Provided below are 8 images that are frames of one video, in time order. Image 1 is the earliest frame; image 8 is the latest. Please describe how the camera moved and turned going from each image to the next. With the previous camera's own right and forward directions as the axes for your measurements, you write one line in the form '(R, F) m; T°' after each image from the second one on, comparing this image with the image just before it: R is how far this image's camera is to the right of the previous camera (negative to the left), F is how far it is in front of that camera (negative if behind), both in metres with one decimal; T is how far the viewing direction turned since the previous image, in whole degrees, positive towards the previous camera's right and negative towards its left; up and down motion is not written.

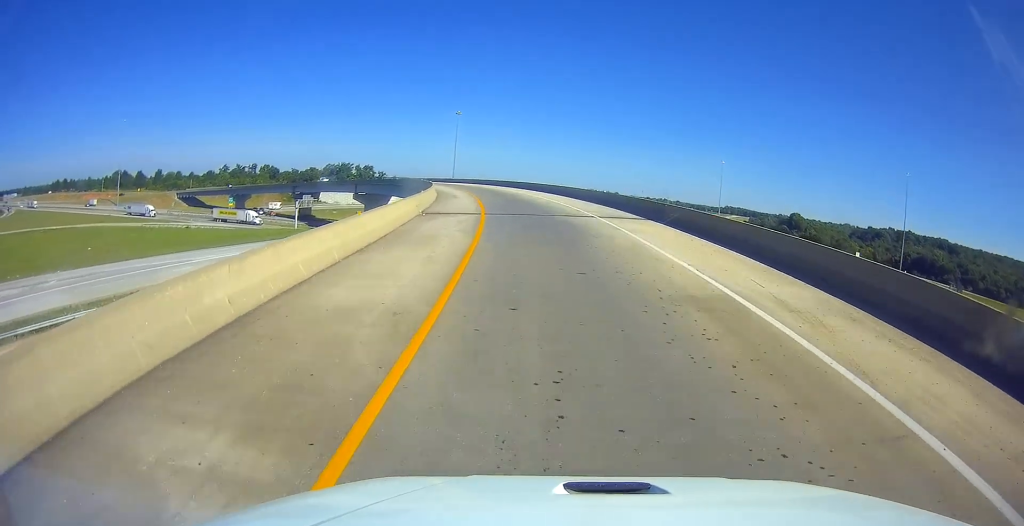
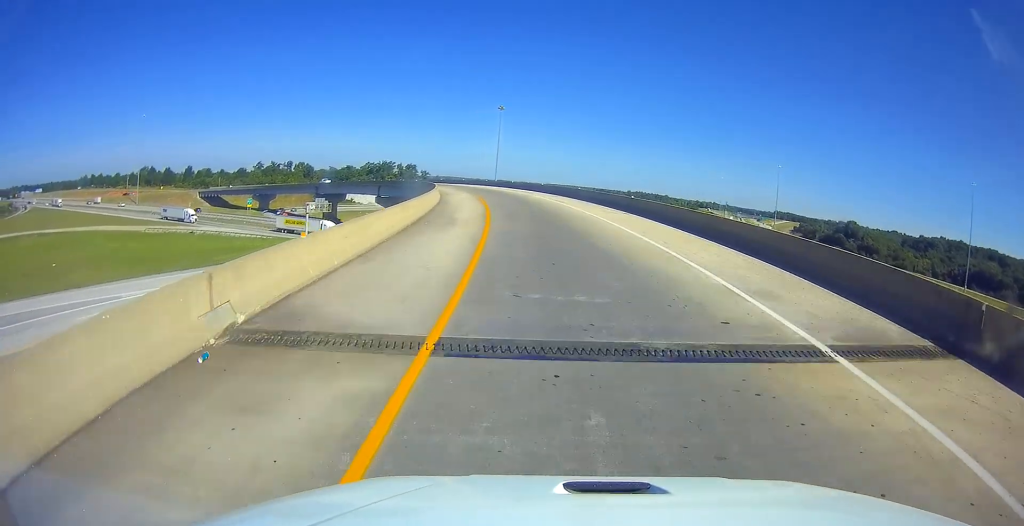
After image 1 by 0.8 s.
(-0.9, +20.7) m; -4°
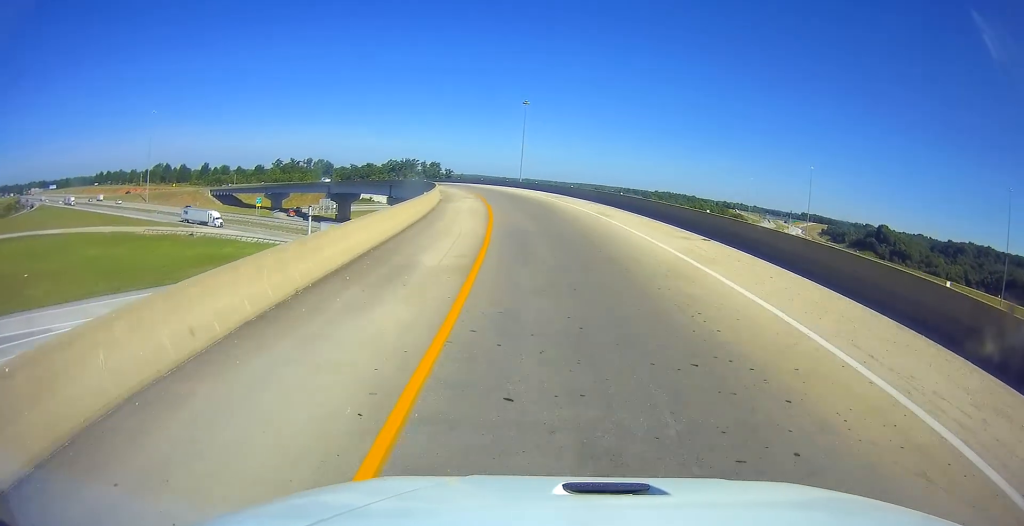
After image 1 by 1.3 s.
(-0.2, +12.1) m; -3°
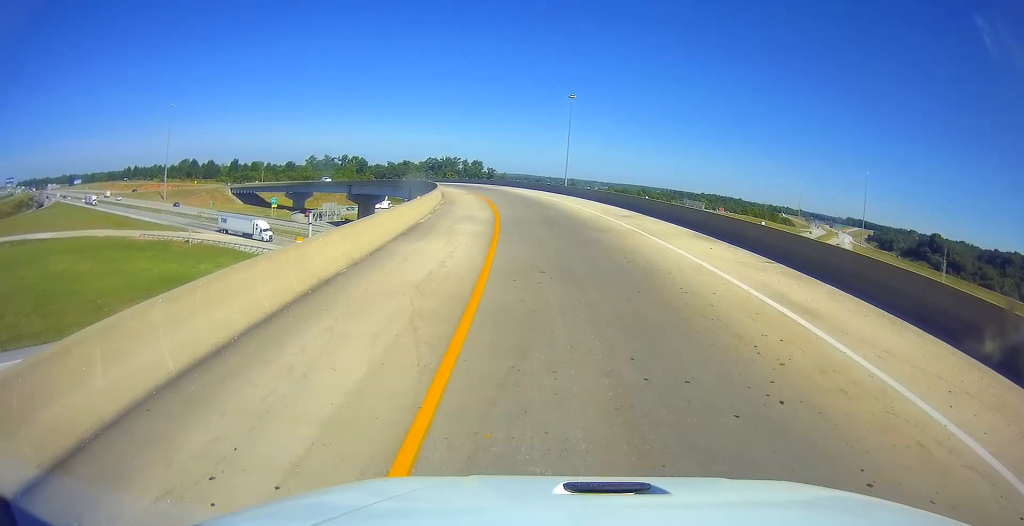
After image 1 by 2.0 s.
(-0.7, +19.8) m; -4°
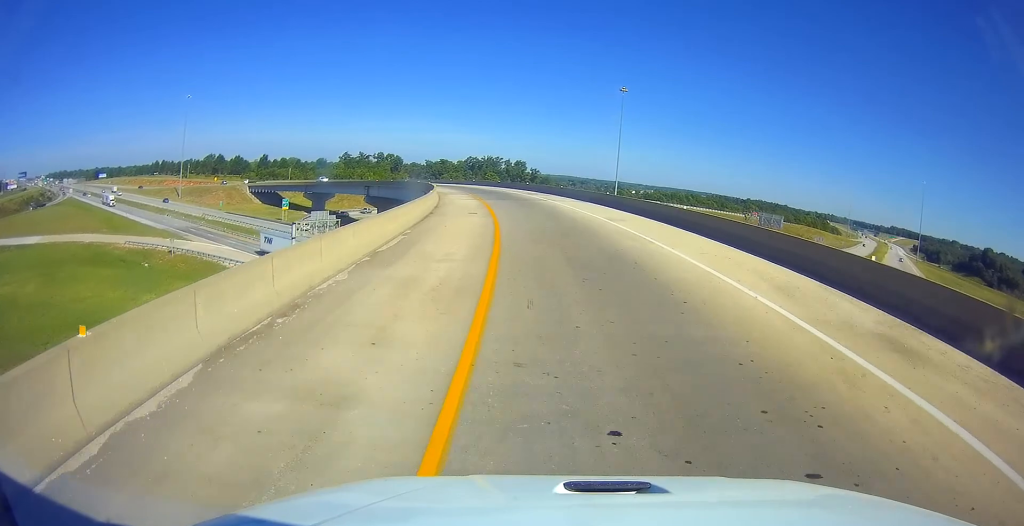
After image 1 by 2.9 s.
(-1.0, +21.5) m; -5°
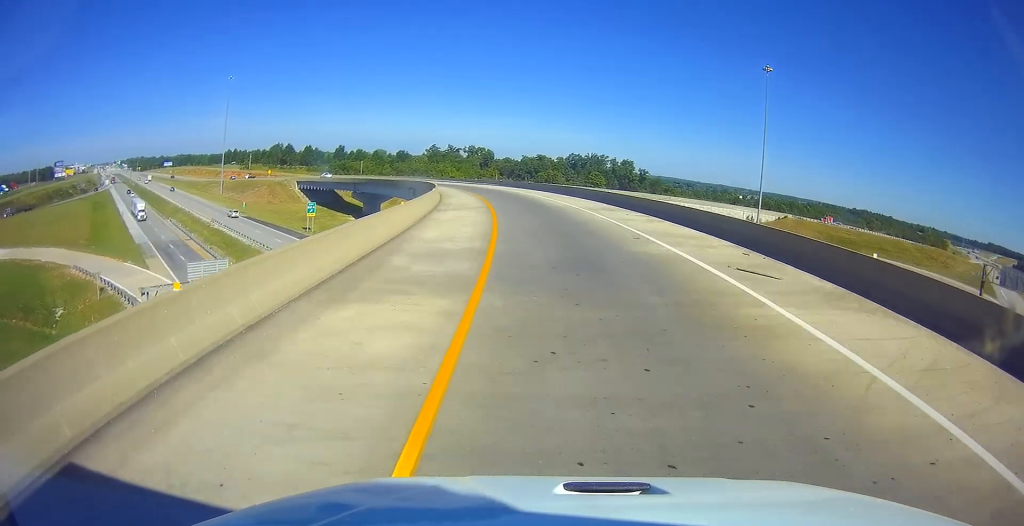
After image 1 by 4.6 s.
(-3.5, +44.5) m; -9°
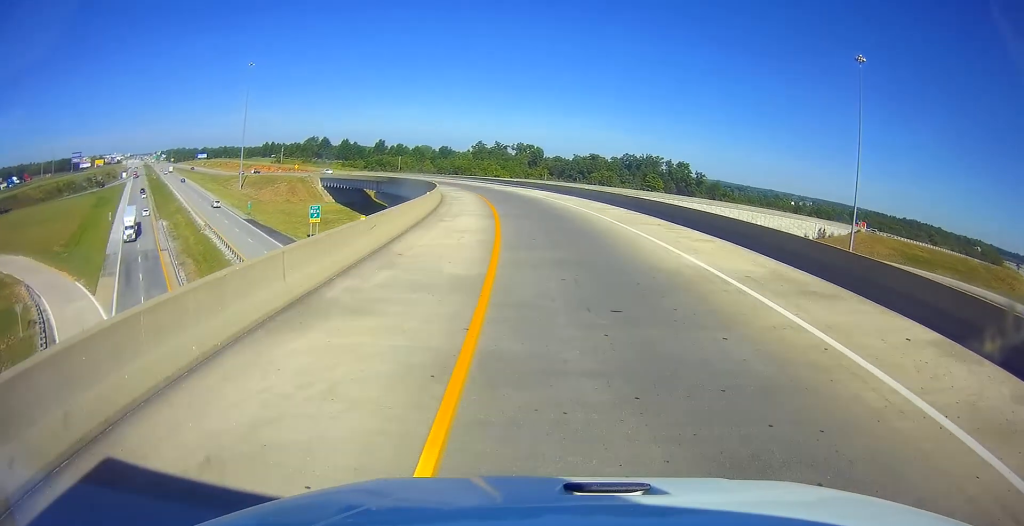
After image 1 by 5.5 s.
(-0.9, +22.4) m; -5°
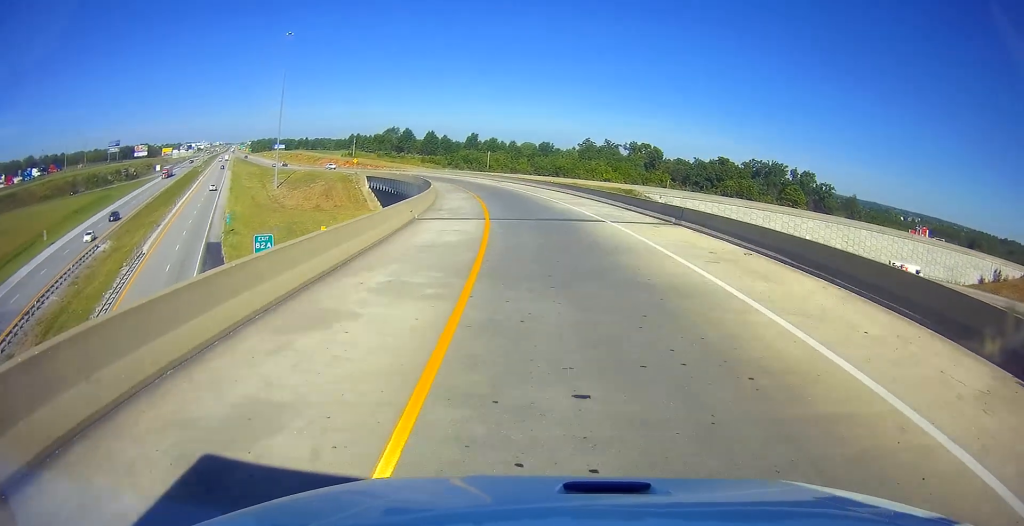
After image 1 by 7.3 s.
(-4.8, +48.3) m; -11°
